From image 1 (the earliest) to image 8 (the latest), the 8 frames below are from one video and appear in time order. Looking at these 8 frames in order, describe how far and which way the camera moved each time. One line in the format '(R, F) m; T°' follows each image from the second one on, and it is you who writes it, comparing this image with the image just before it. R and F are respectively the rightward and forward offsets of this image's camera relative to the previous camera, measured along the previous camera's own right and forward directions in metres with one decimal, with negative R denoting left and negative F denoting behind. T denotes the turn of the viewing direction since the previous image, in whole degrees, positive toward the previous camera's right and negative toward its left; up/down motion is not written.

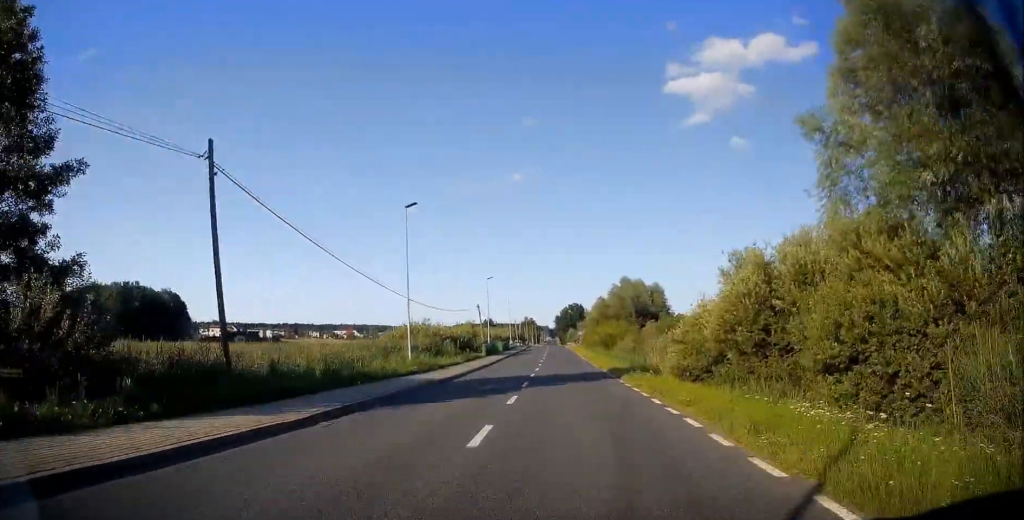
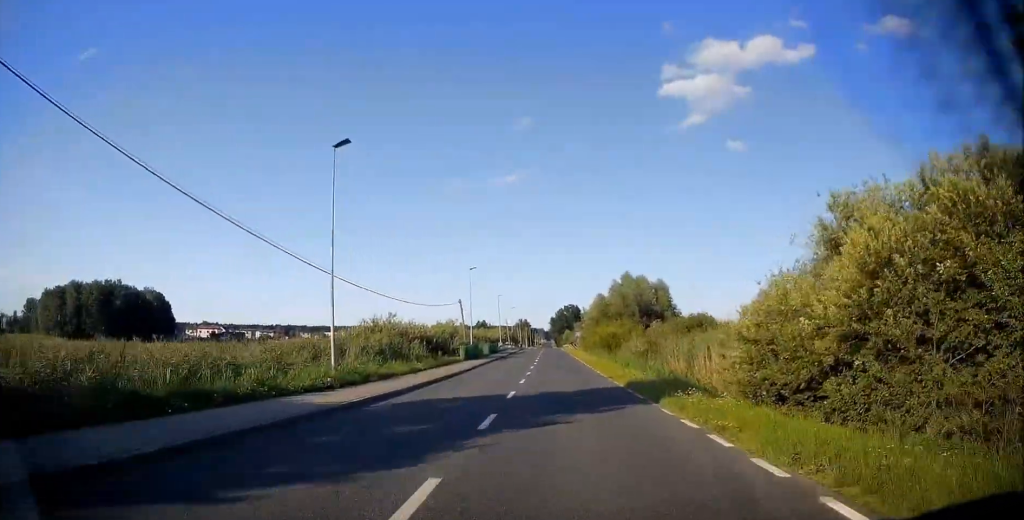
(0.0, +9.6) m; 0°
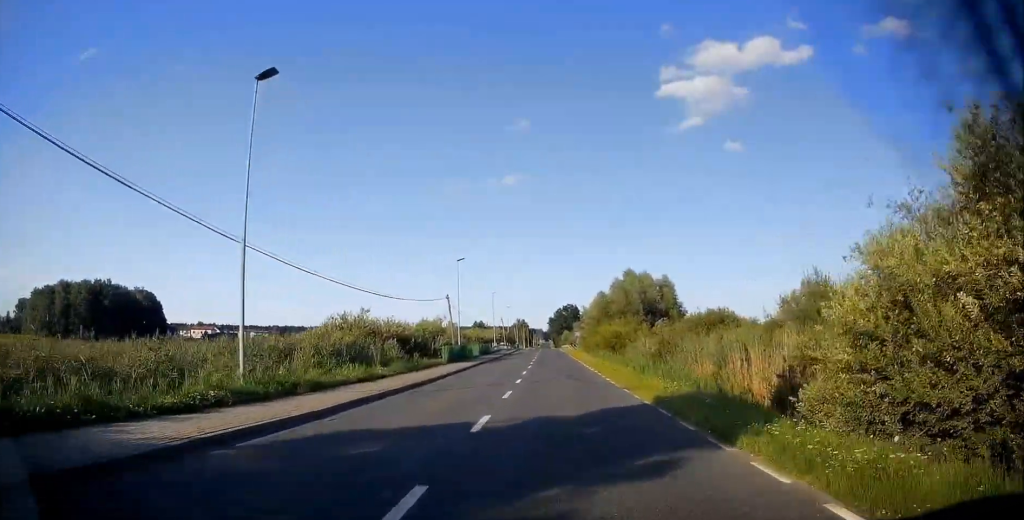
(0.0, +6.2) m; 0°
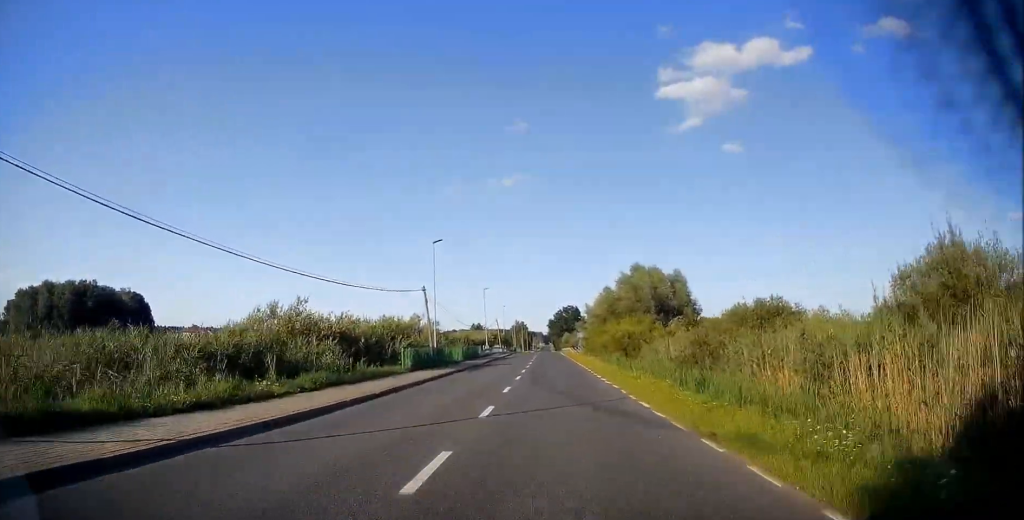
(0.0, +10.0) m; 0°
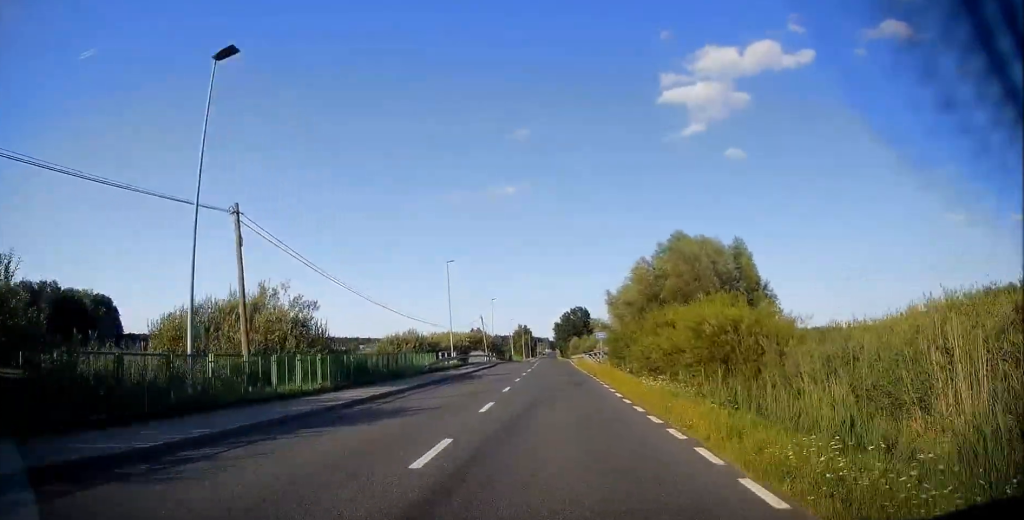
(0.0, +28.3) m; -2°
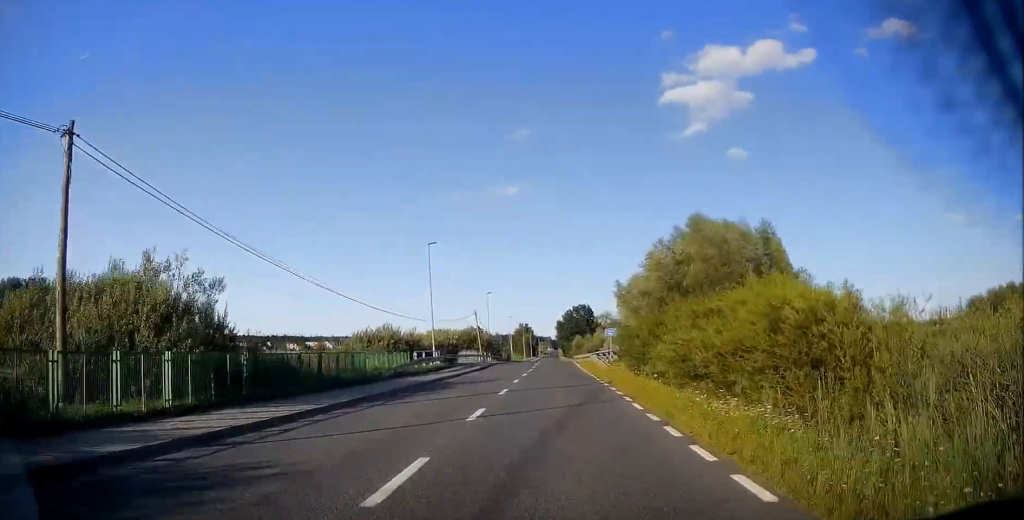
(-0.2, +7.7) m; 0°
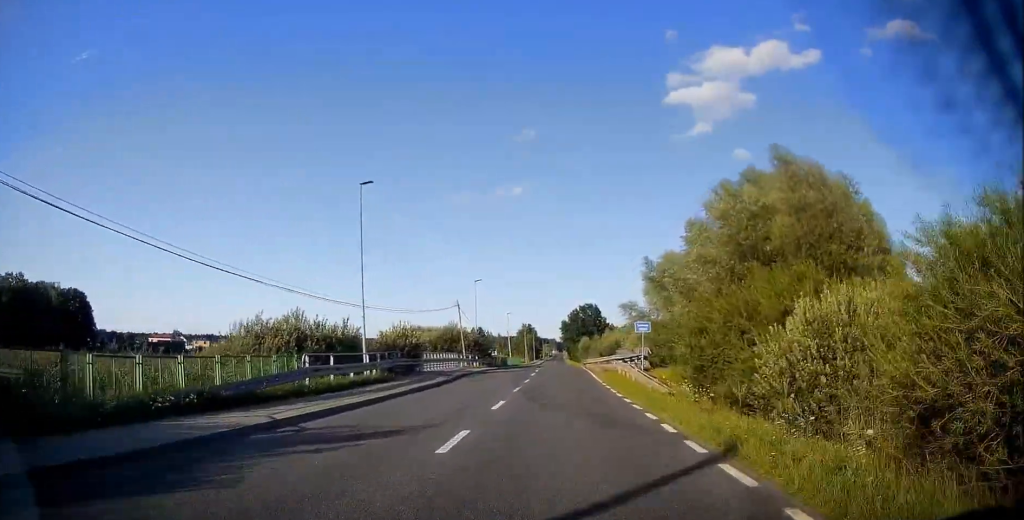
(+0.1, +14.9) m; +1°
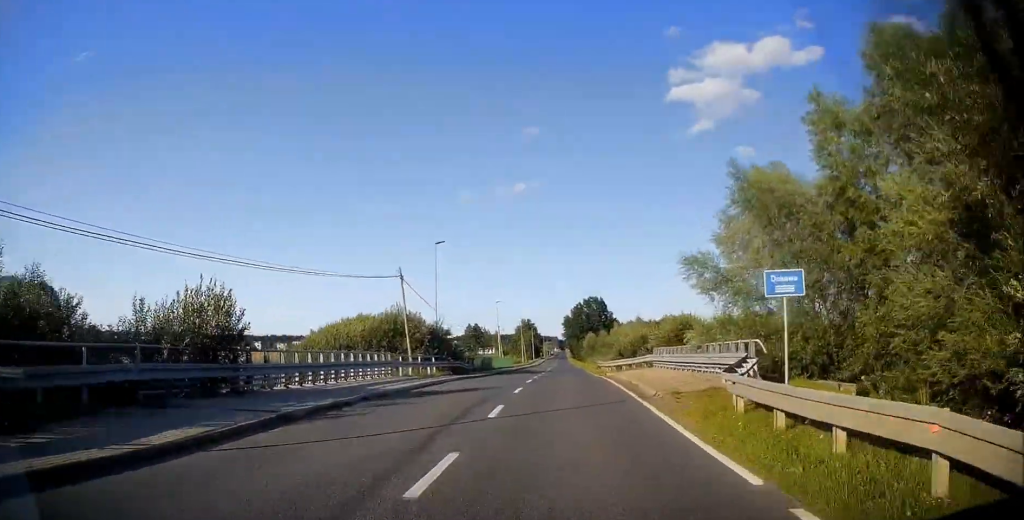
(+0.3, +19.7) m; -1°
